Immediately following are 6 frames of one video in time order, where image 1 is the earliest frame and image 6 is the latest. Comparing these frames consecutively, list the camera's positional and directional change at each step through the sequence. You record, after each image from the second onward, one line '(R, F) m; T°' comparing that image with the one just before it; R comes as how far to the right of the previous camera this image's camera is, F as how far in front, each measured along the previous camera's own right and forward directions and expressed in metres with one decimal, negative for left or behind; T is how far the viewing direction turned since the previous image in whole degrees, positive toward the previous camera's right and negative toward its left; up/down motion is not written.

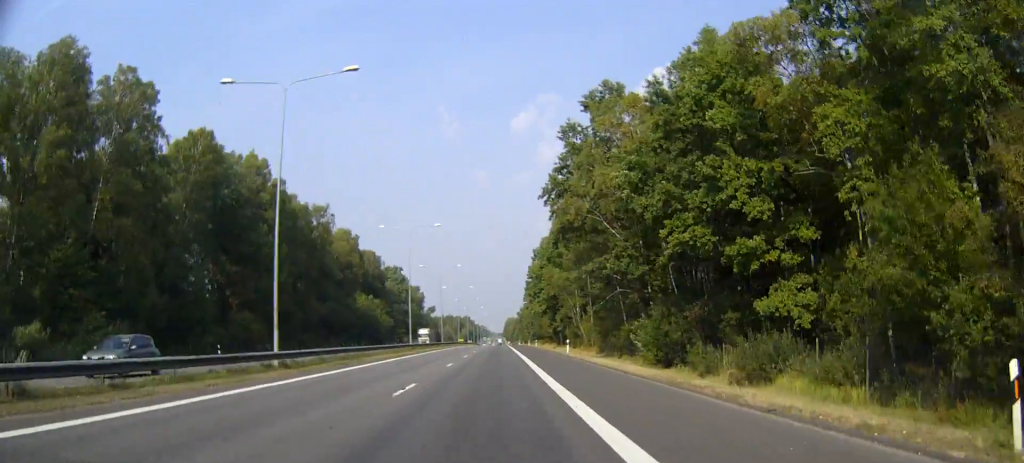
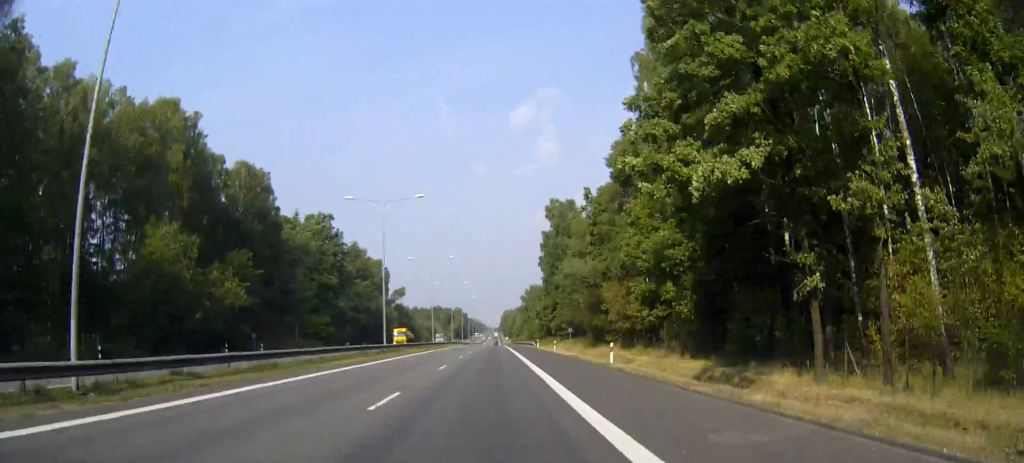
(+0.5, +99.0) m; 0°
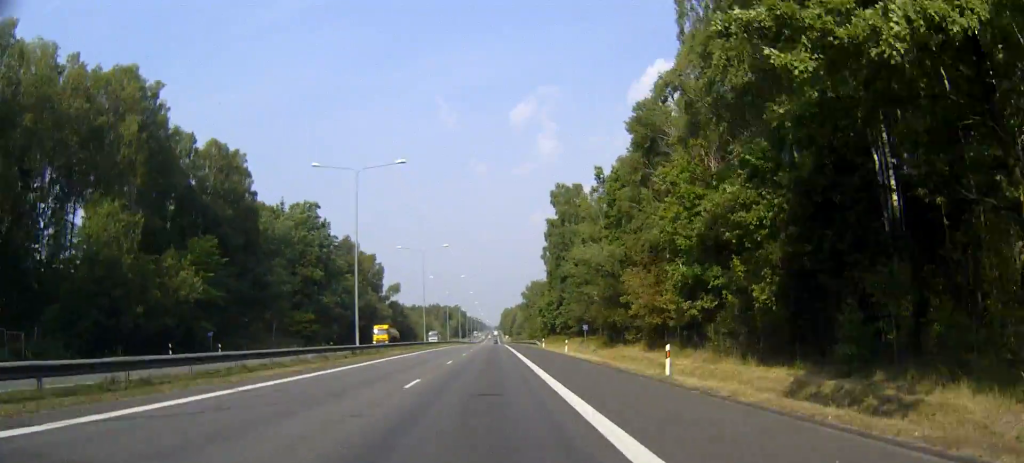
(0.0, +11.3) m; 0°
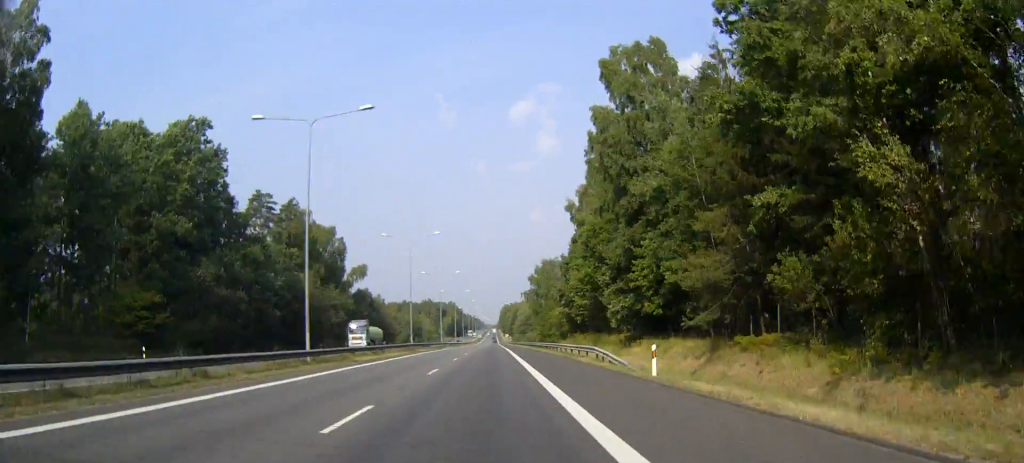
(0.0, +55.7) m; 0°
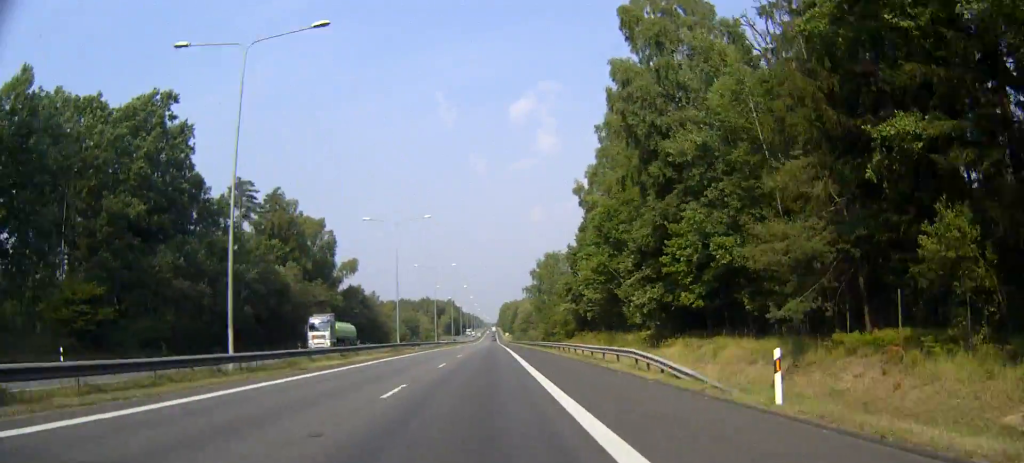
(0.0, +10.4) m; 0°
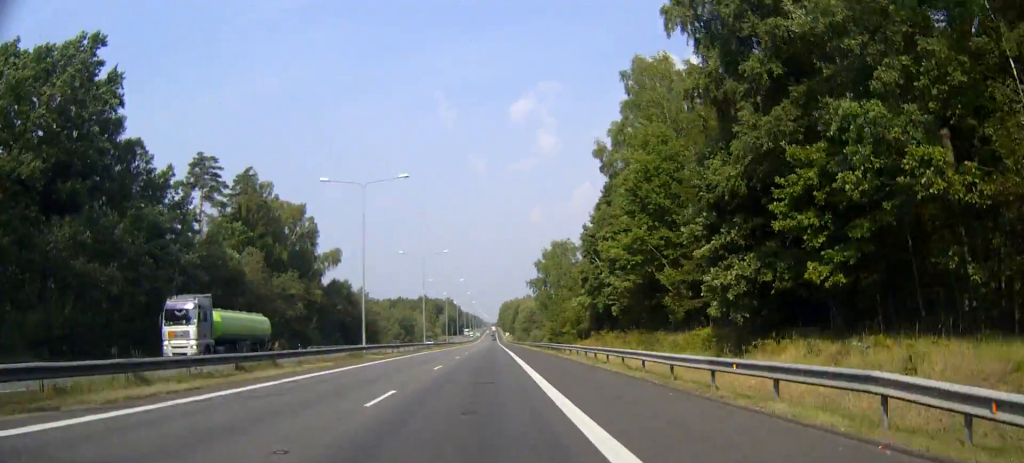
(0.0, +17.4) m; 0°
